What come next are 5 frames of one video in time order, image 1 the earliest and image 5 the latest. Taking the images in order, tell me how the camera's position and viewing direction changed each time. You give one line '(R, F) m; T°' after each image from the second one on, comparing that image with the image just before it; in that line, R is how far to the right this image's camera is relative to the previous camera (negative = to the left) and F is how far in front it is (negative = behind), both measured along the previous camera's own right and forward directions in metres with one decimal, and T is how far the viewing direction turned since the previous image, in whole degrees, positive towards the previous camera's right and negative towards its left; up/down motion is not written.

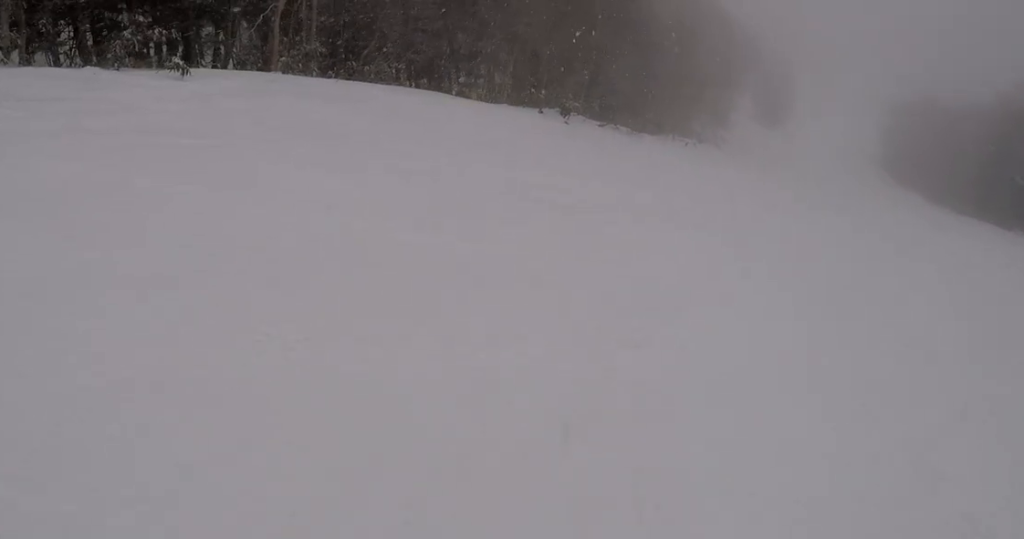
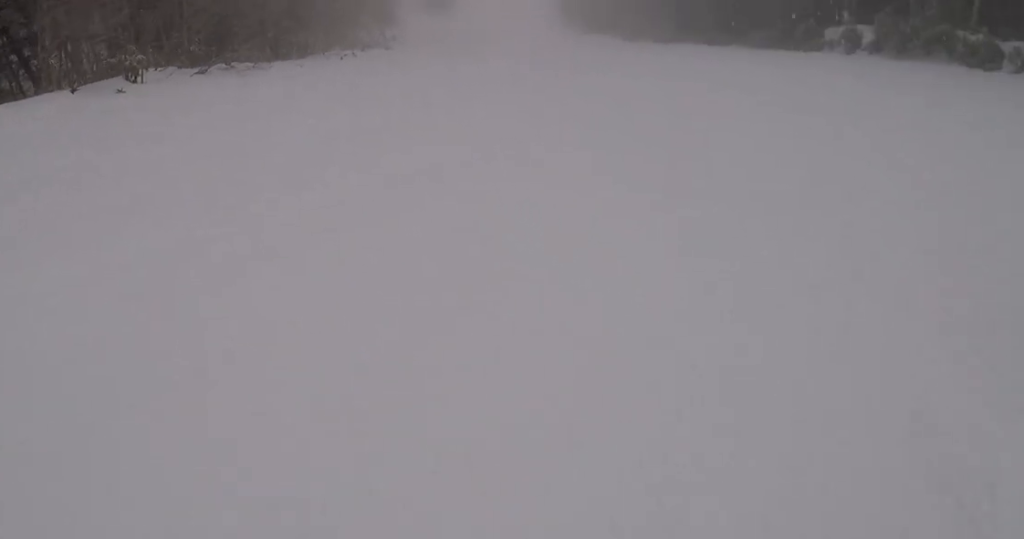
(+1.5, +8.6) m; +13°
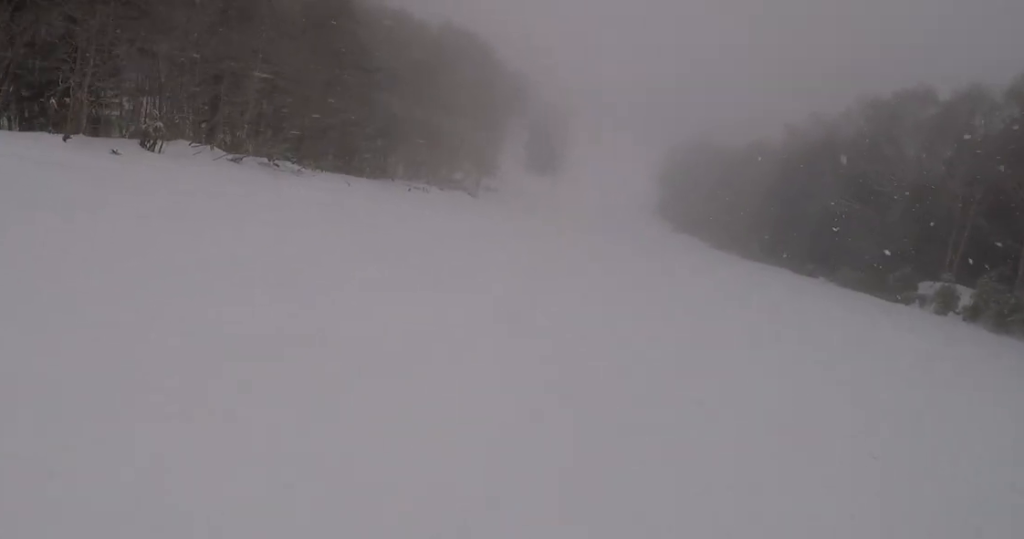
(+0.1, +3.0) m; +1°
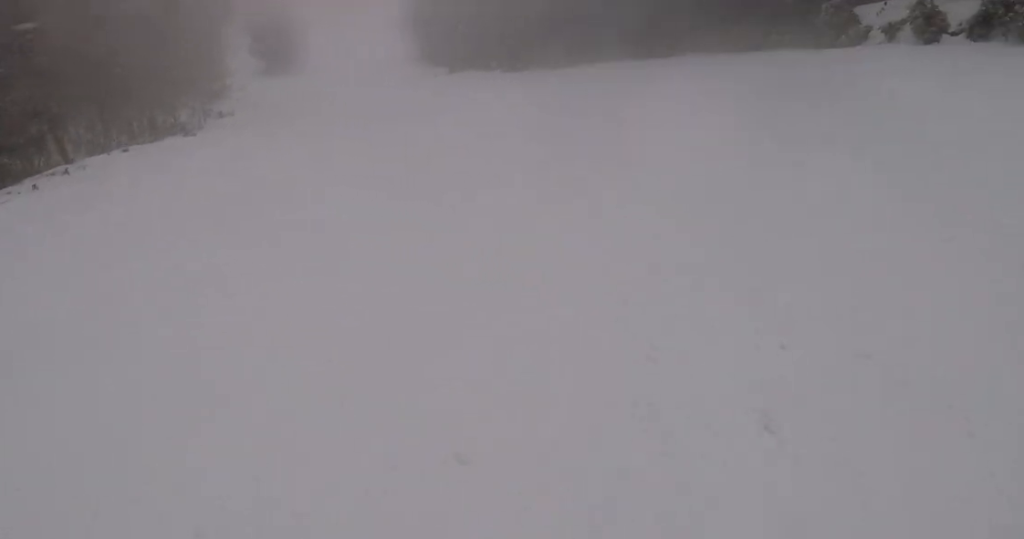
(0.0, +15.2) m; +11°
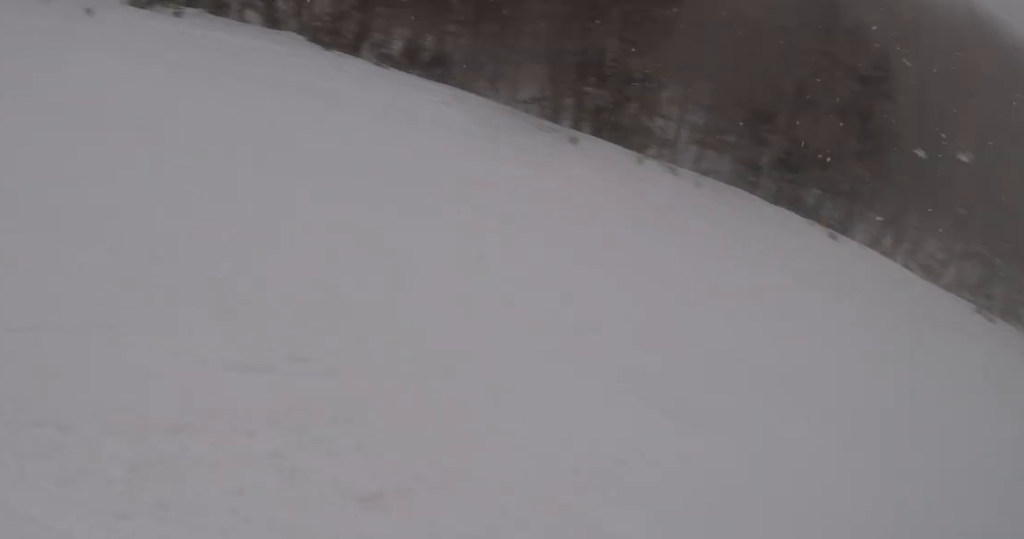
(+0.1, +9.9) m; -35°
